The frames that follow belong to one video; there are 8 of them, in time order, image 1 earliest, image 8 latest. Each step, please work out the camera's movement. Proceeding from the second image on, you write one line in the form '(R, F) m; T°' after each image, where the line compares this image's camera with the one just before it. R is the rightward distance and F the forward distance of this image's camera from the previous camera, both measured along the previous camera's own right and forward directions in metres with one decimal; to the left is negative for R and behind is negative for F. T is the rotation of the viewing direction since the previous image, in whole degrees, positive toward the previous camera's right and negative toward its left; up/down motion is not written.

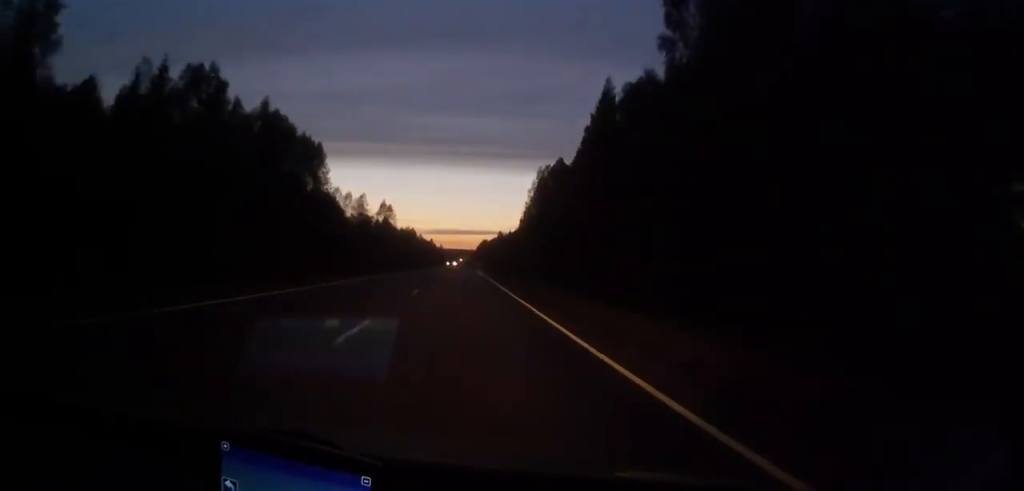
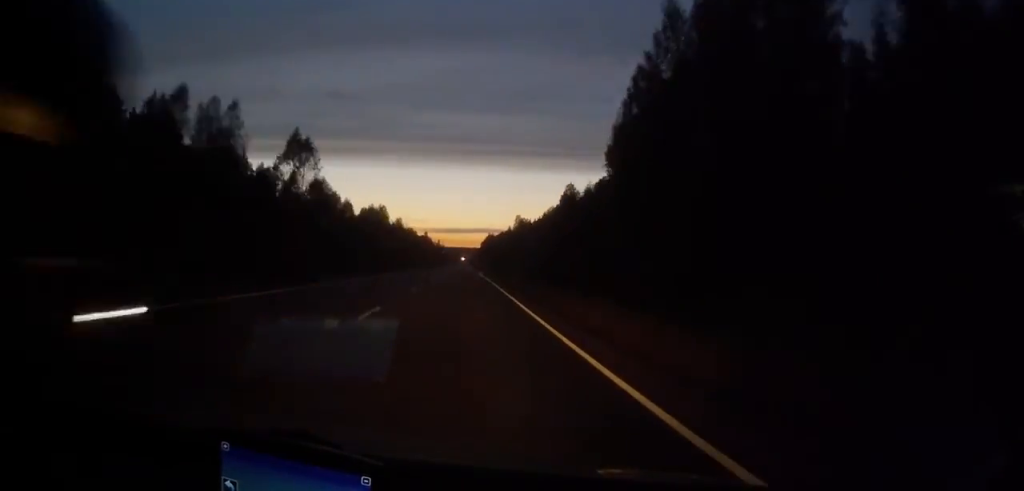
(0.0, +93.7) m; 0°
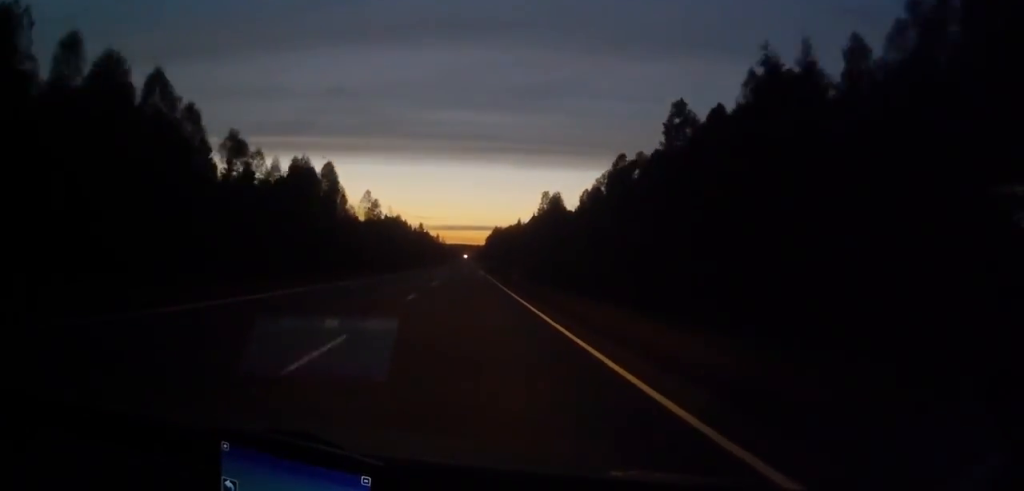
(-0.3, +65.9) m; 0°
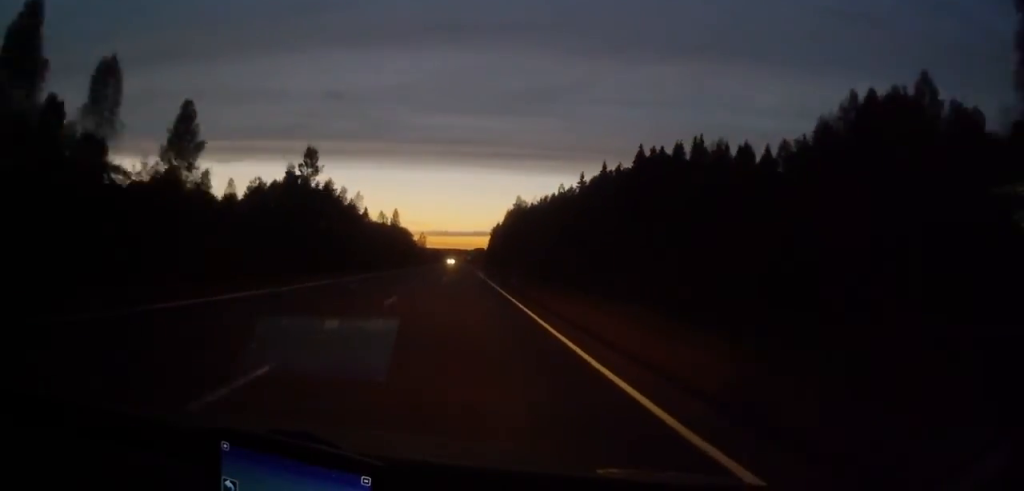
(+0.2, +217.7) m; 0°
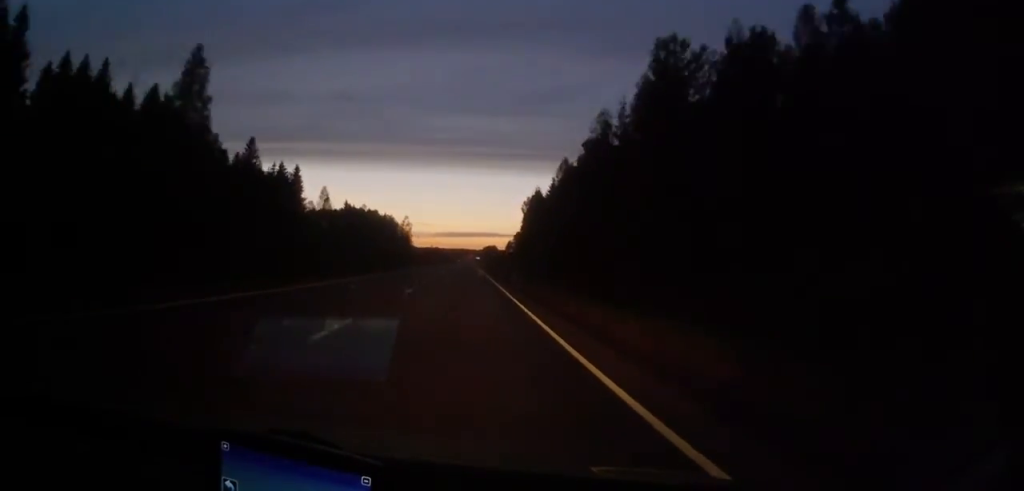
(-0.5, +149.5) m; 0°
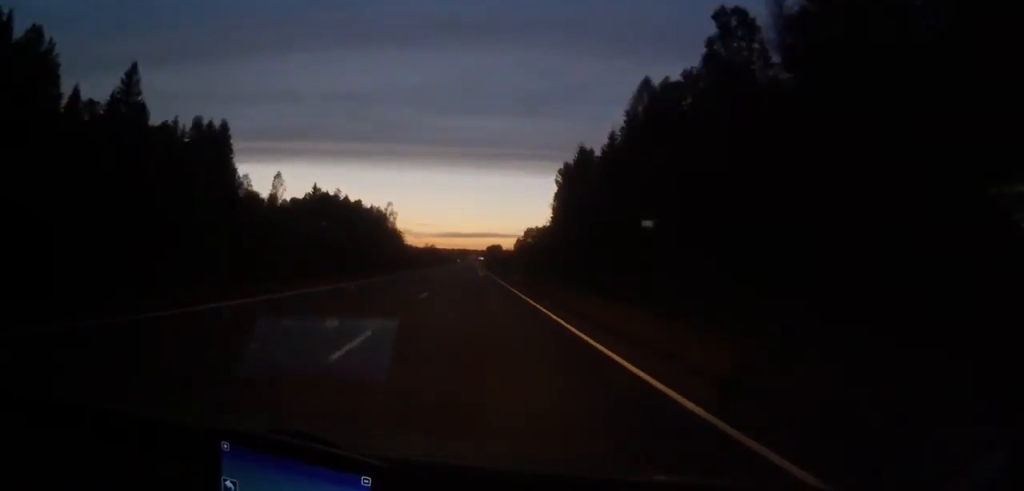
(0.0, +60.8) m; 0°
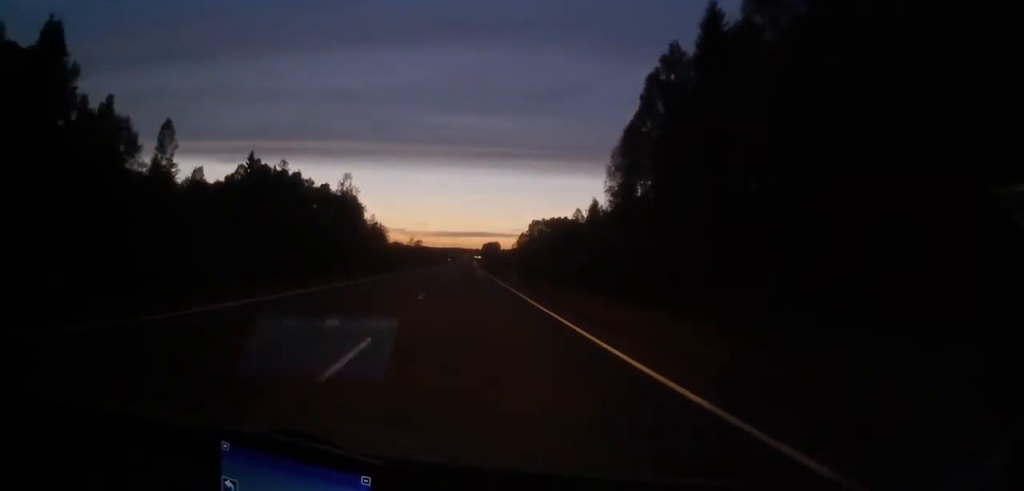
(-0.1, +60.8) m; 0°
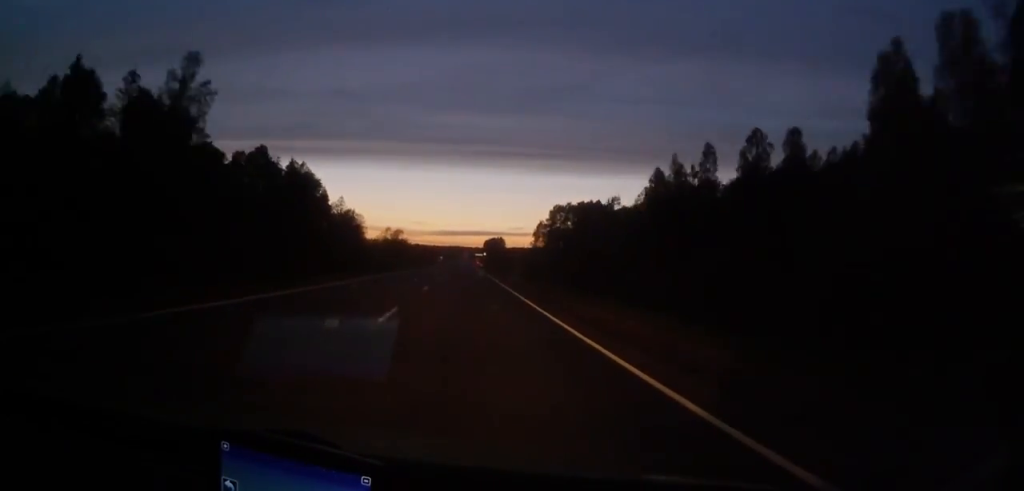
(+0.5, +78.8) m; 0°
